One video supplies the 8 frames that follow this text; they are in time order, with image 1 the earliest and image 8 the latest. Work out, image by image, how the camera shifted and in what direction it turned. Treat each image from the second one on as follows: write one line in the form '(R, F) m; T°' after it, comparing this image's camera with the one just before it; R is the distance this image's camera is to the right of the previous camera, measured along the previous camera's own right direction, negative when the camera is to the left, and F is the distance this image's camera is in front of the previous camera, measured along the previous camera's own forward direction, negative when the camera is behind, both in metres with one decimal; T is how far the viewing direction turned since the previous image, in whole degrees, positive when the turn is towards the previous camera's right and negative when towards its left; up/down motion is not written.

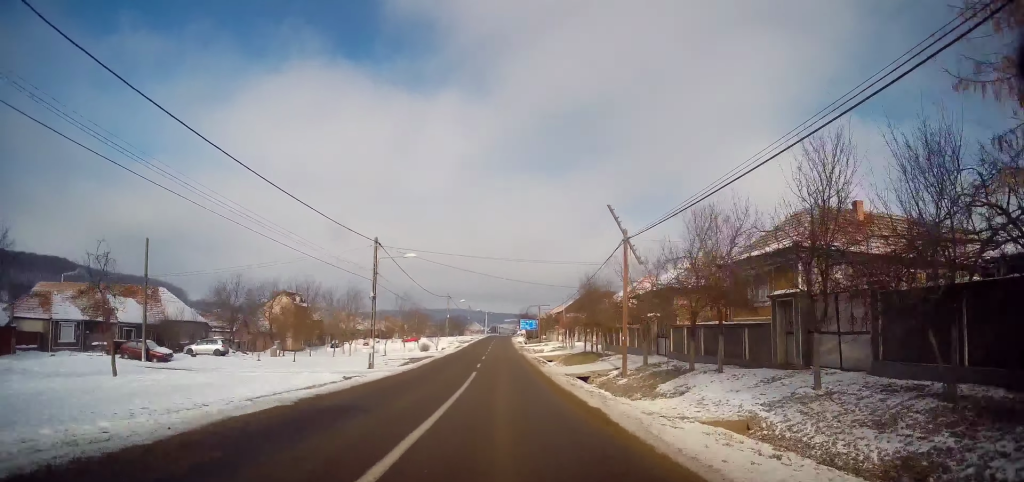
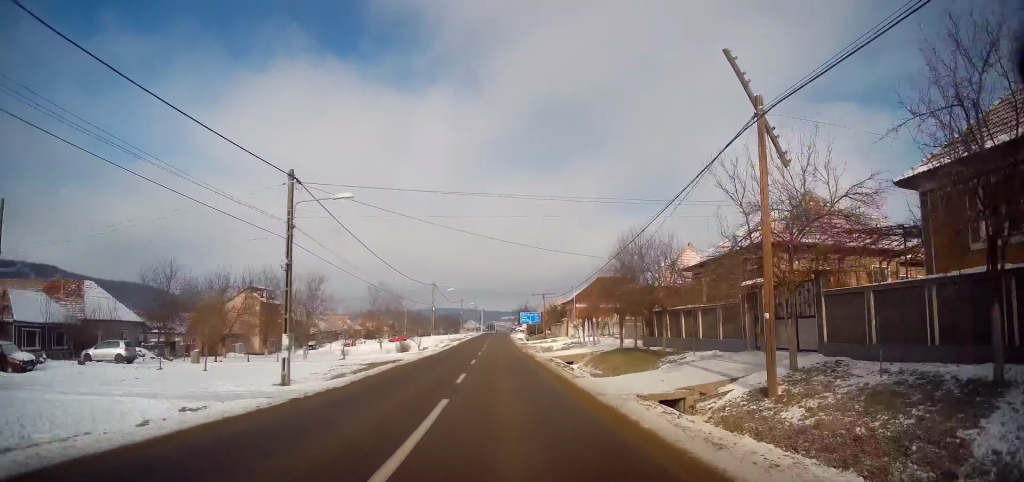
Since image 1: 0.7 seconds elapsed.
(+0.1, +13.0) m; 0°
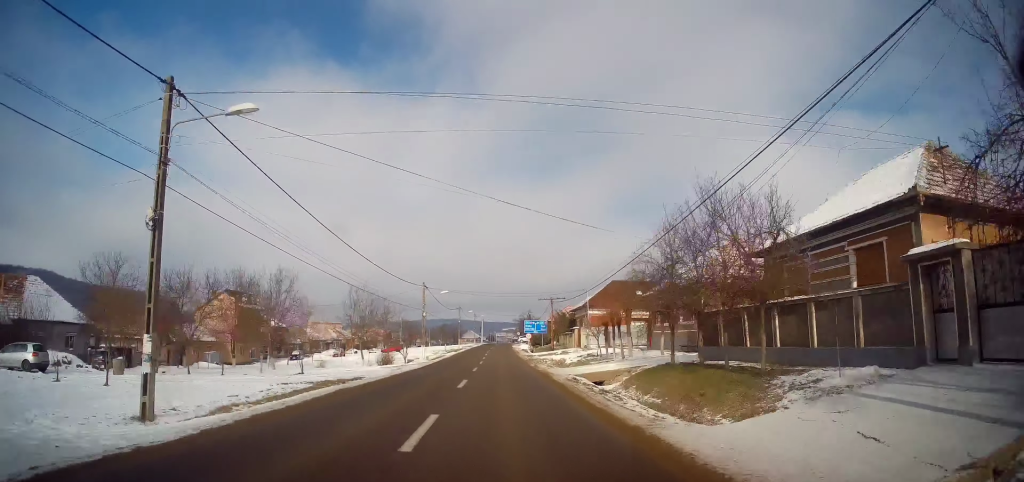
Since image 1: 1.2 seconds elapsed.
(0.0, +8.3) m; -1°
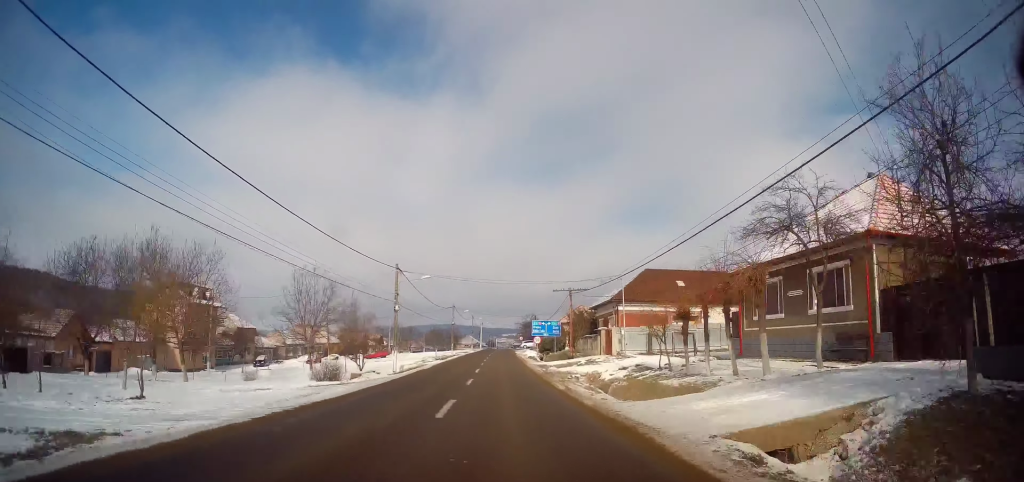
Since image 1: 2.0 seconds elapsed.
(-0.2, +14.3) m; 0°
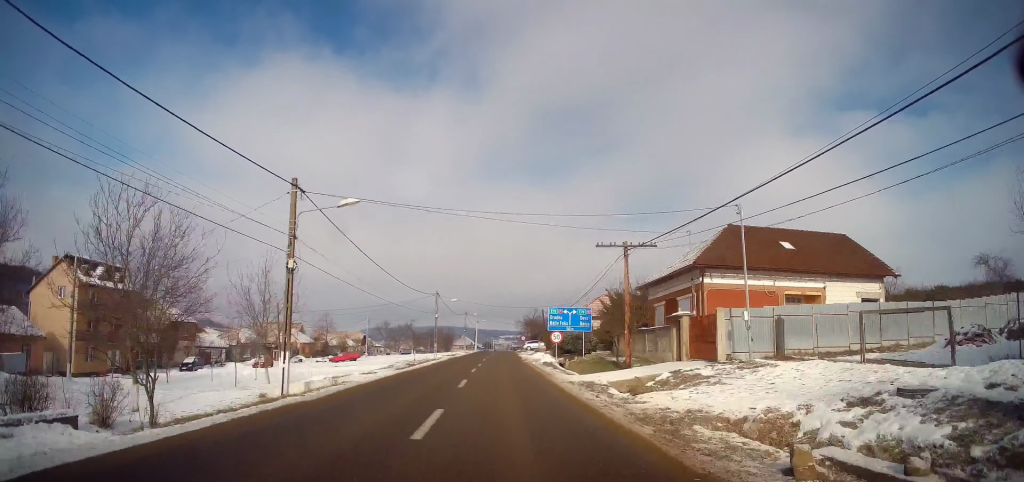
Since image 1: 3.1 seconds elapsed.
(+0.1, +19.2) m; +1°
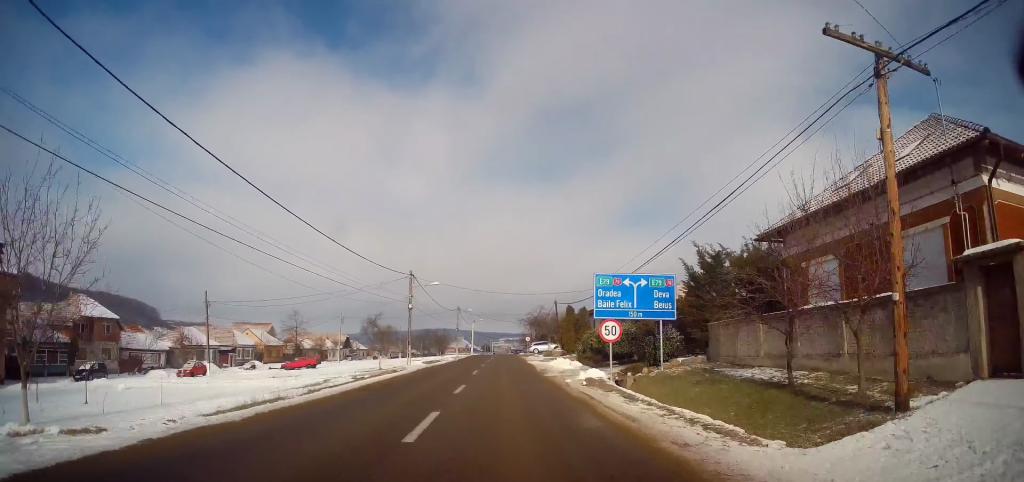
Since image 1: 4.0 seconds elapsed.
(+0.1, +17.5) m; 0°
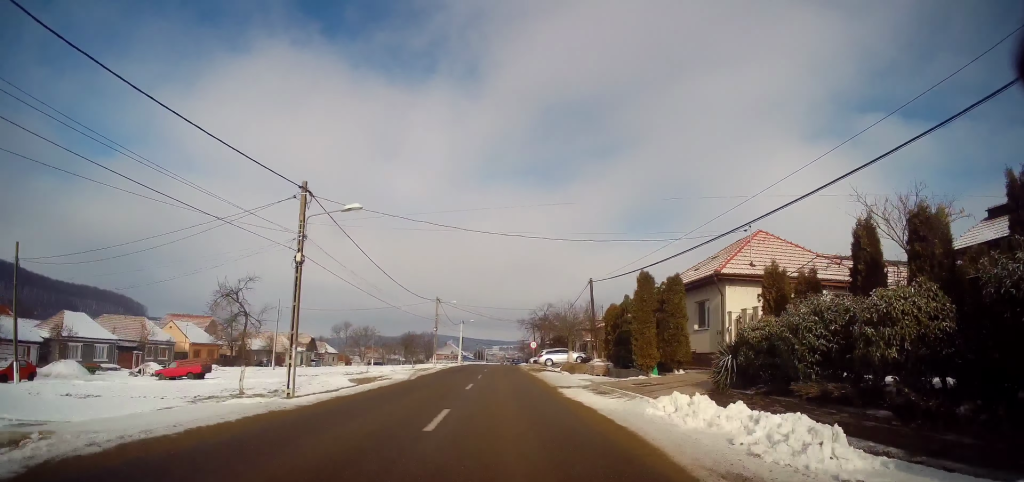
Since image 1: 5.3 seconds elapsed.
(0.0, +23.6) m; +1°
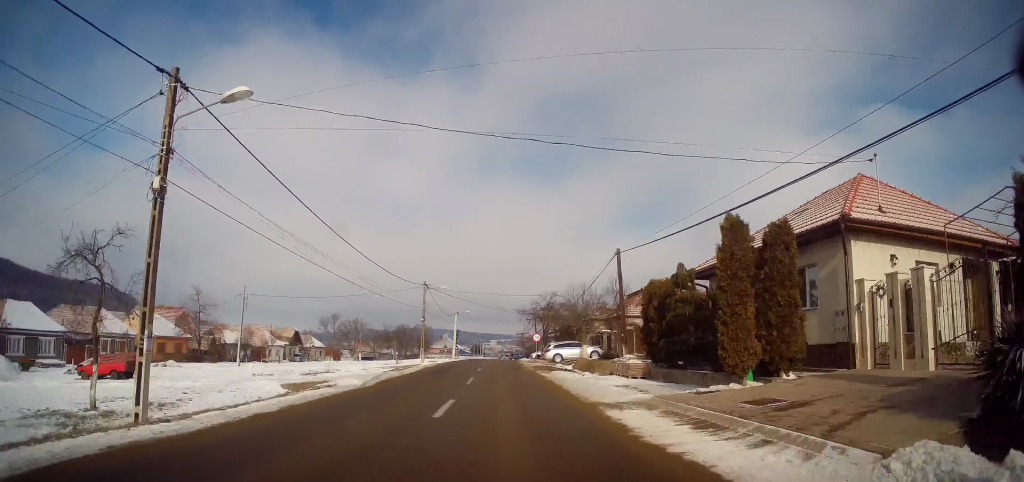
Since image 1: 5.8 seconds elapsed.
(+0.2, +8.4) m; 0°
